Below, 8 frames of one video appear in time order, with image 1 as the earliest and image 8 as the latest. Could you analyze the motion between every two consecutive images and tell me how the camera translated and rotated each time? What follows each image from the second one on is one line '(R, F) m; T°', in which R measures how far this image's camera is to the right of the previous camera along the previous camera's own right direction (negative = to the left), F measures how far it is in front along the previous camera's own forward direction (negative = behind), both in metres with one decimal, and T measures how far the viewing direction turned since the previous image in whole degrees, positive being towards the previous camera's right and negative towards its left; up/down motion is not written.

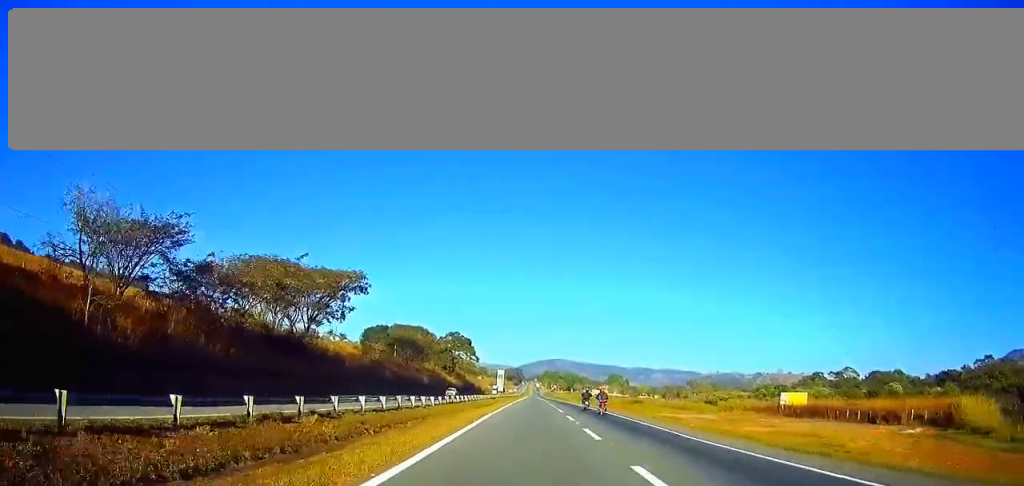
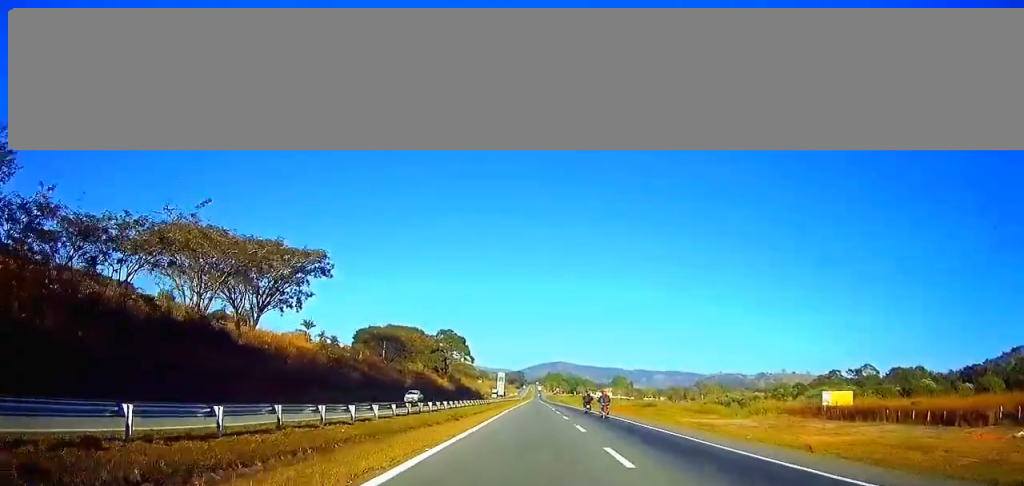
(0.0, +17.9) m; 0°
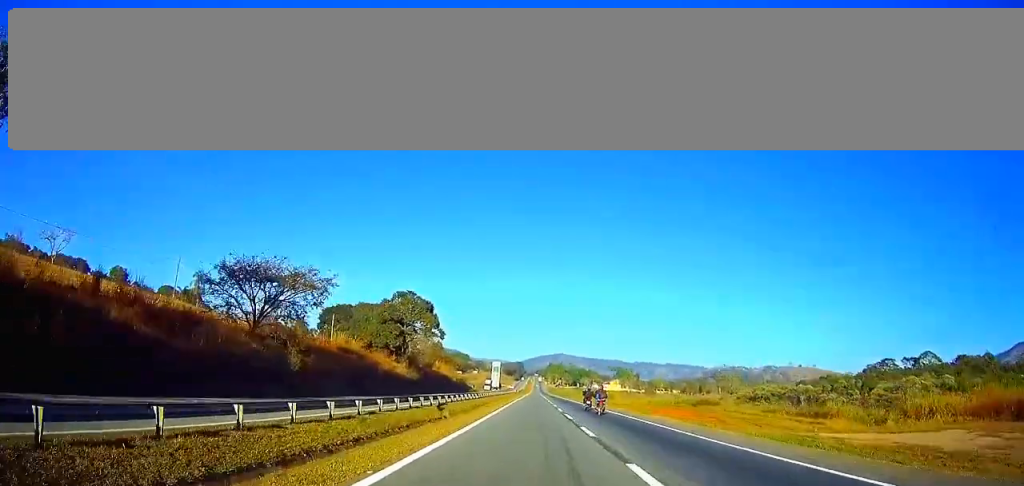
(-0.2, +50.9) m; 0°
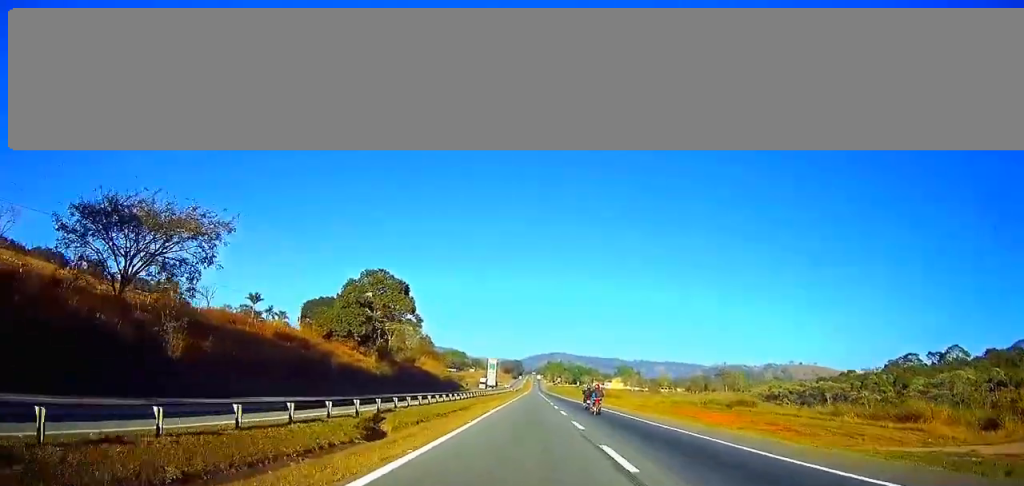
(0.0, +19.9) m; 0°
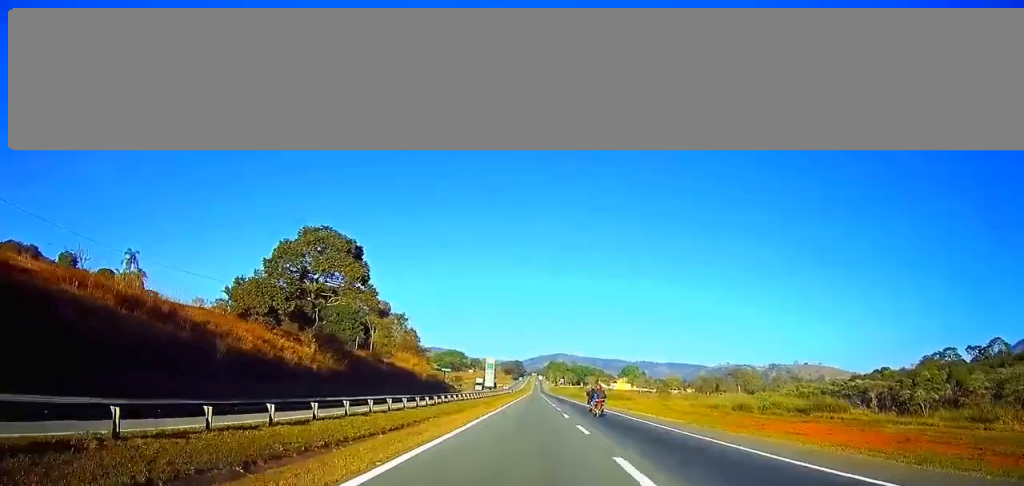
(0.0, +25.6) m; 0°
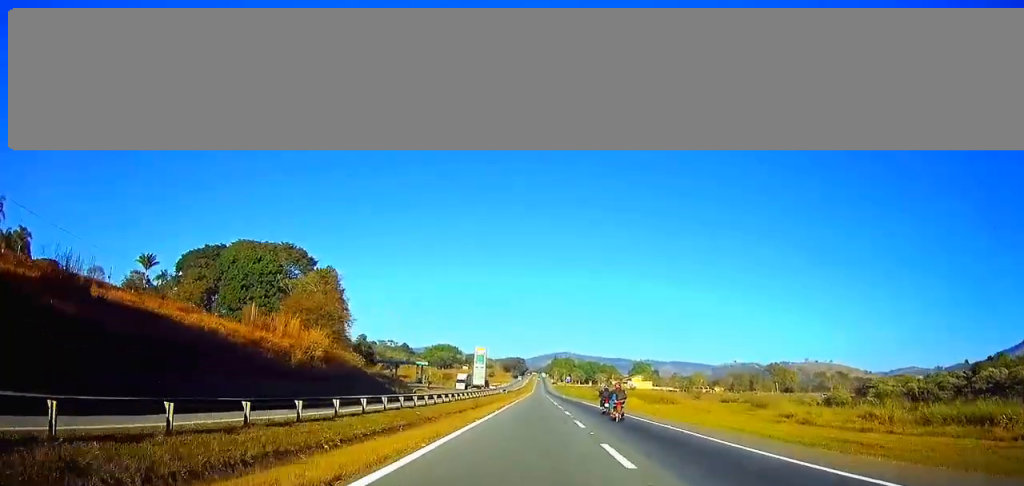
(-0.2, +66.2) m; 0°
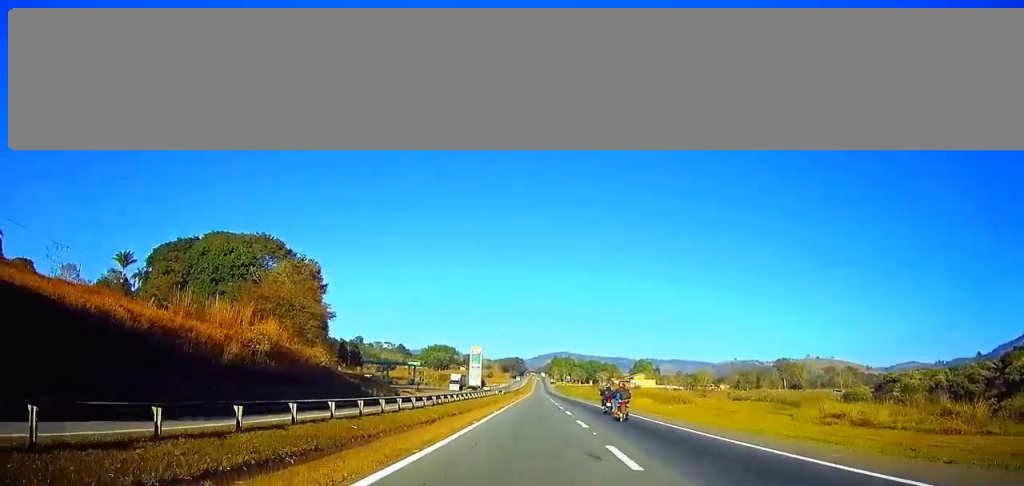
(0.0, +12.6) m; 0°
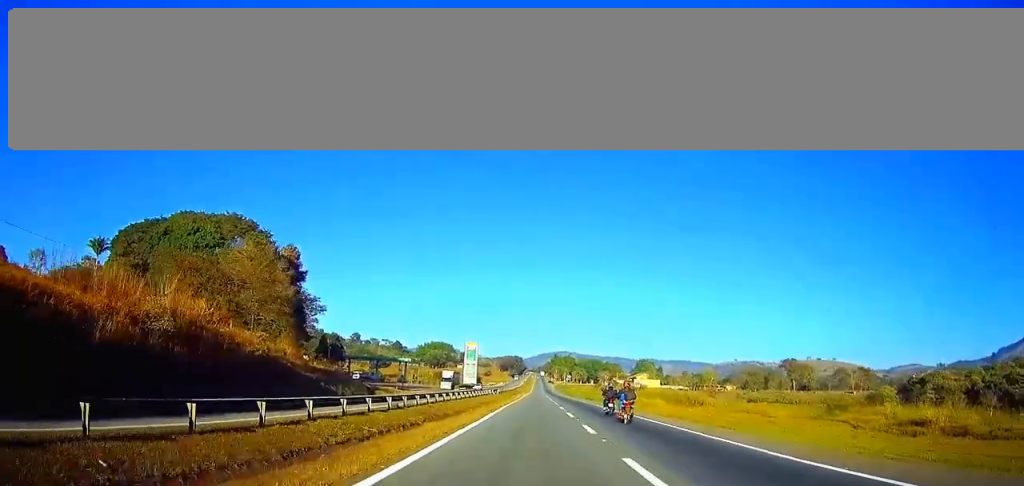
(0.0, +14.6) m; 0°
